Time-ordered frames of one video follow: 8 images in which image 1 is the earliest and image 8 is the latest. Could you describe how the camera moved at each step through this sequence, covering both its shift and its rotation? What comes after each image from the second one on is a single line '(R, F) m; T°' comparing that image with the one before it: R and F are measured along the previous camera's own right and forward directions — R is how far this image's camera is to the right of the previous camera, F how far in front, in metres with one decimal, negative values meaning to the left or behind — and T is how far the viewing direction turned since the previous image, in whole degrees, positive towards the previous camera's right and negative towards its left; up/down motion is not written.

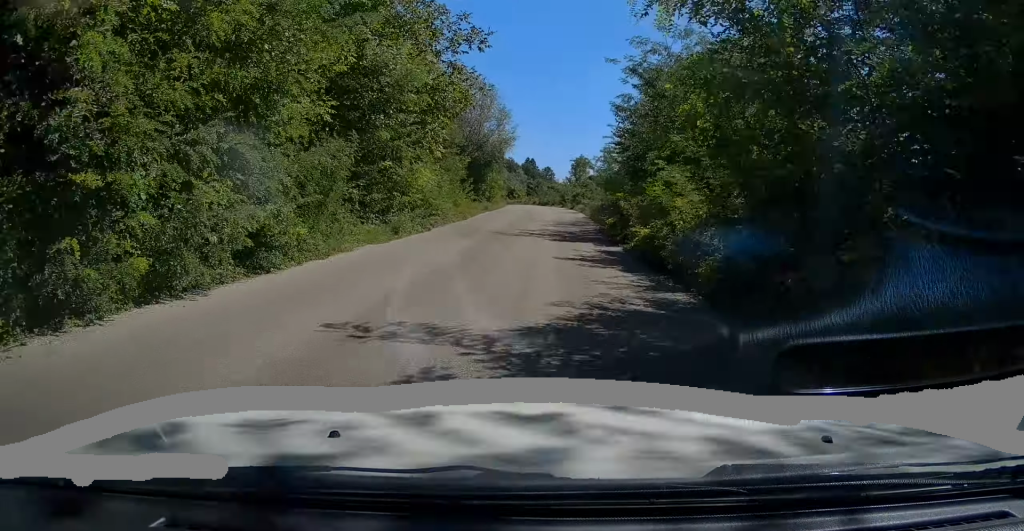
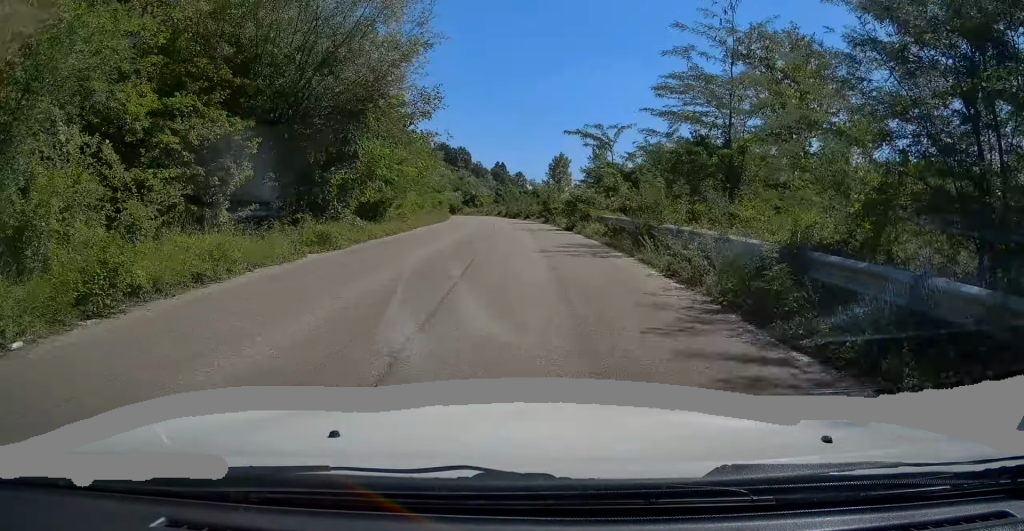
(+0.8, +28.4) m; +2°
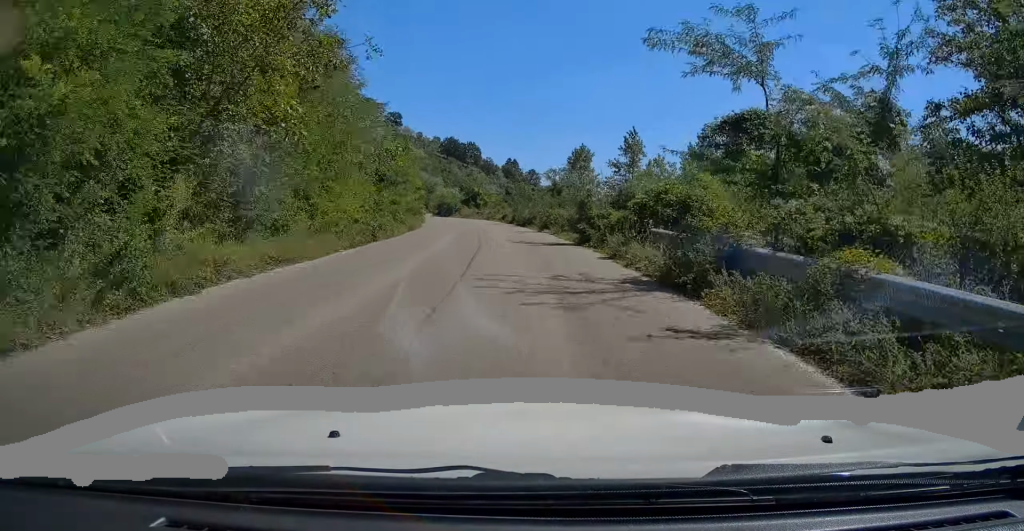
(0.0, +17.1) m; -2°
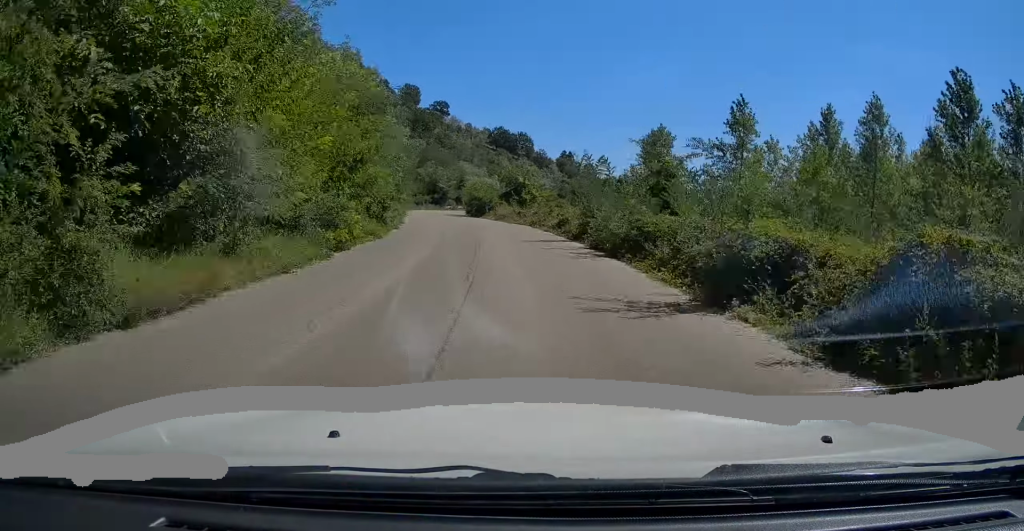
(-0.7, +21.2) m; -3°
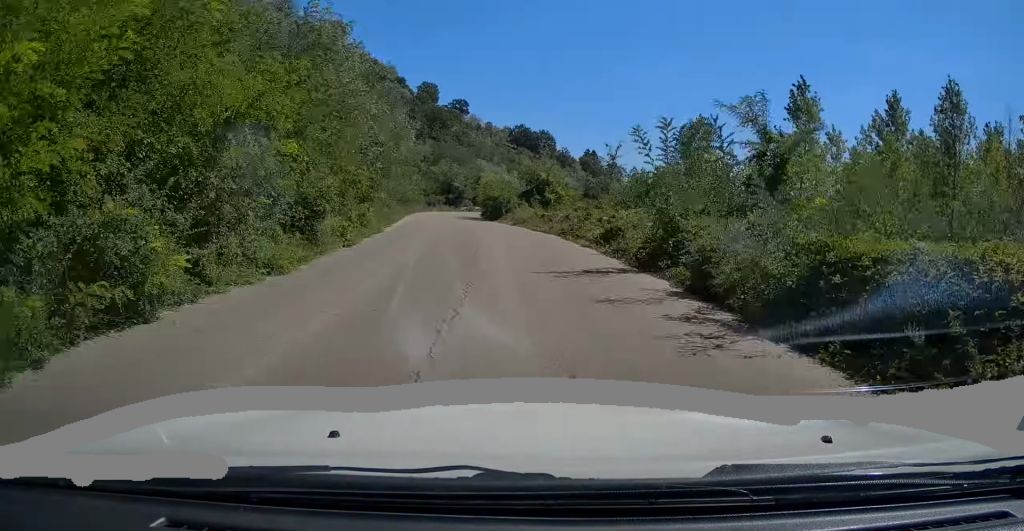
(+0.1, +8.1) m; -1°
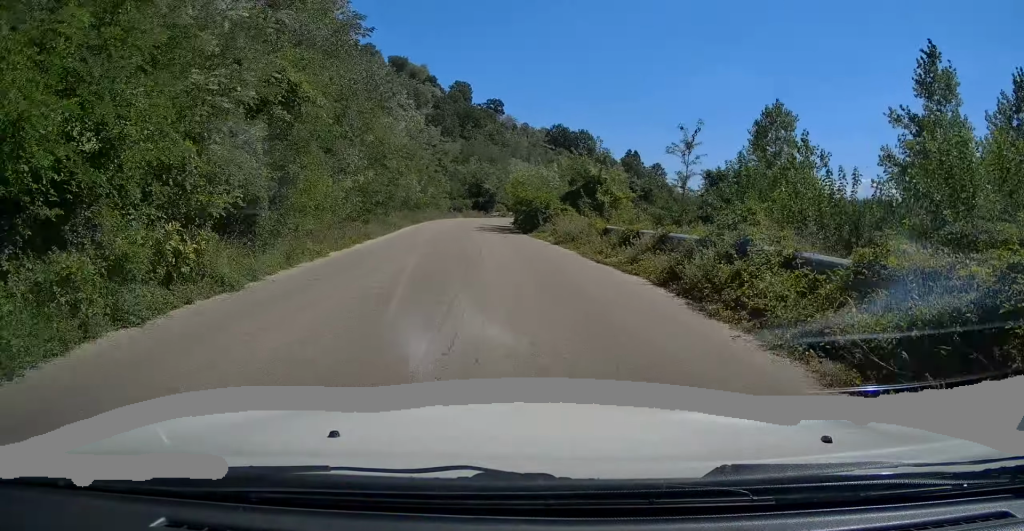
(-0.3, +11.8) m; -2°
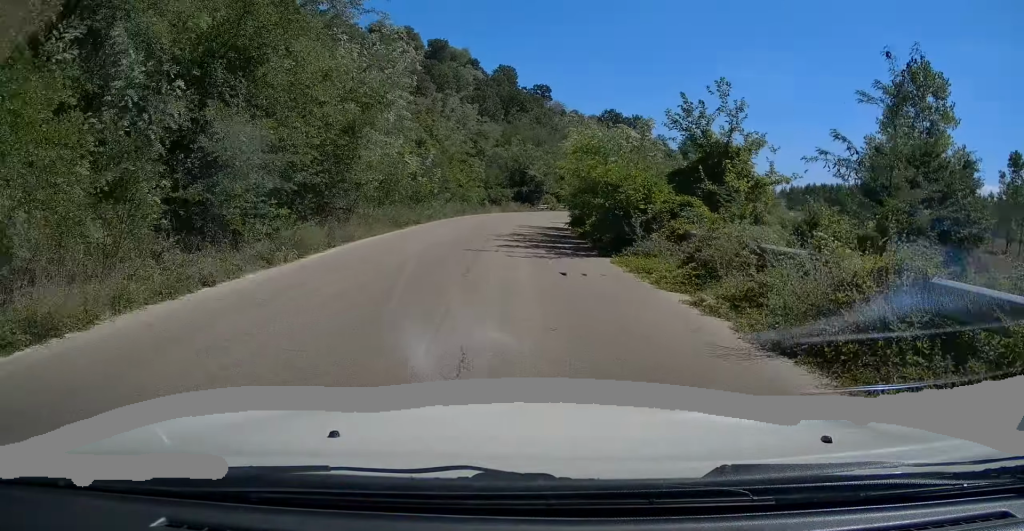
(-0.4, +15.4) m; -2°
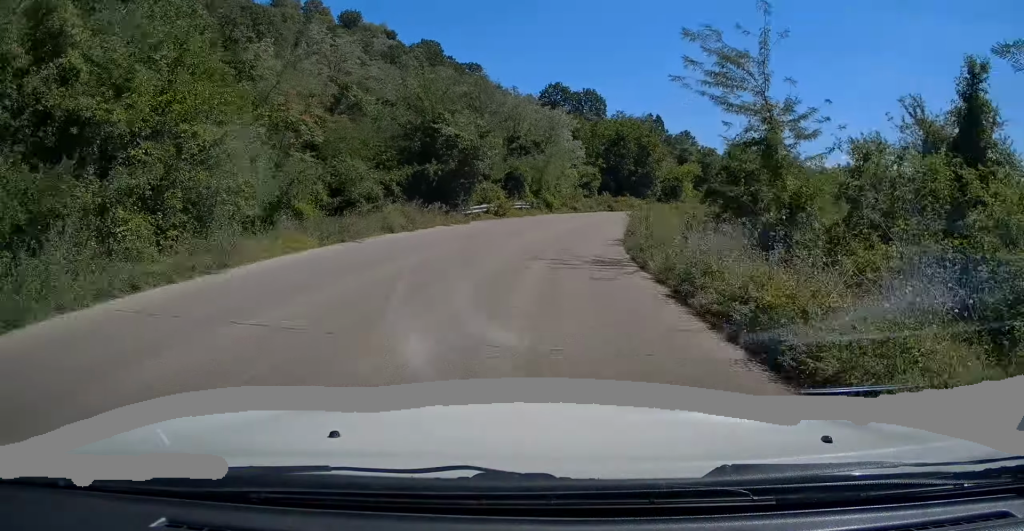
(-0.2, +36.9) m; +4°
